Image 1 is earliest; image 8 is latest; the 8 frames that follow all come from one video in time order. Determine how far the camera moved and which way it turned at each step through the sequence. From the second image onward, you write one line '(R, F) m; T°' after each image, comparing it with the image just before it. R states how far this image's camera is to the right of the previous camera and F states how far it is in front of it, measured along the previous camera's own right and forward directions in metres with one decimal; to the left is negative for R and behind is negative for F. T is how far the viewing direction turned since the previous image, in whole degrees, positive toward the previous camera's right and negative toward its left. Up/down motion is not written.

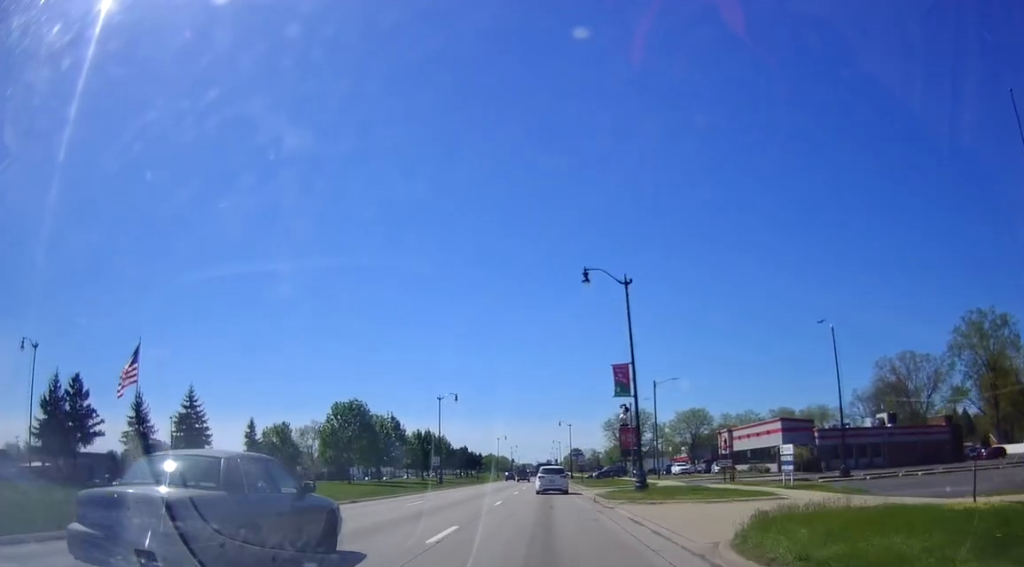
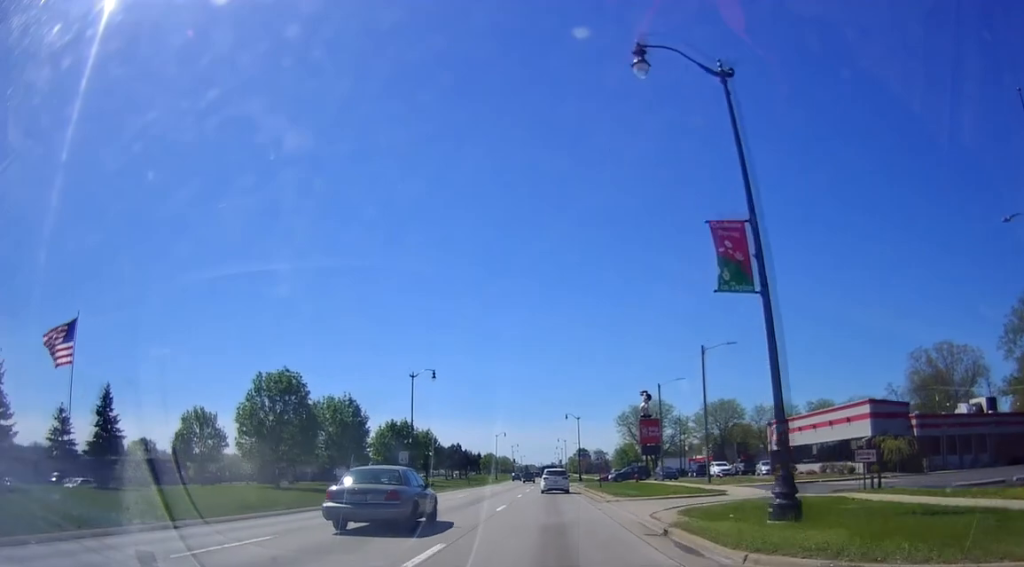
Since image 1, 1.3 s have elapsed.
(+1.1, +18.5) m; +2°
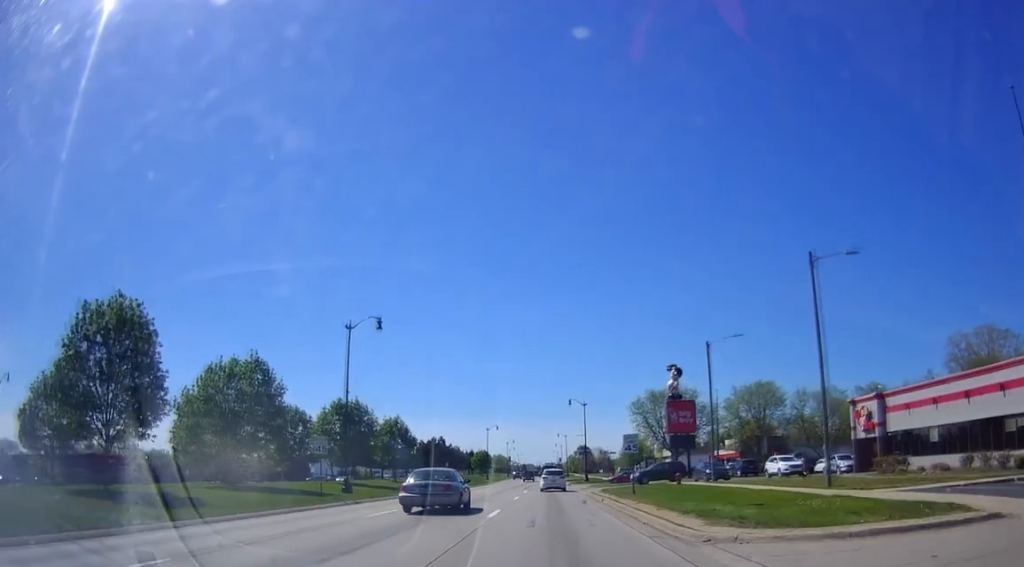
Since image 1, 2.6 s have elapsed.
(-0.7, +20.0) m; -2°
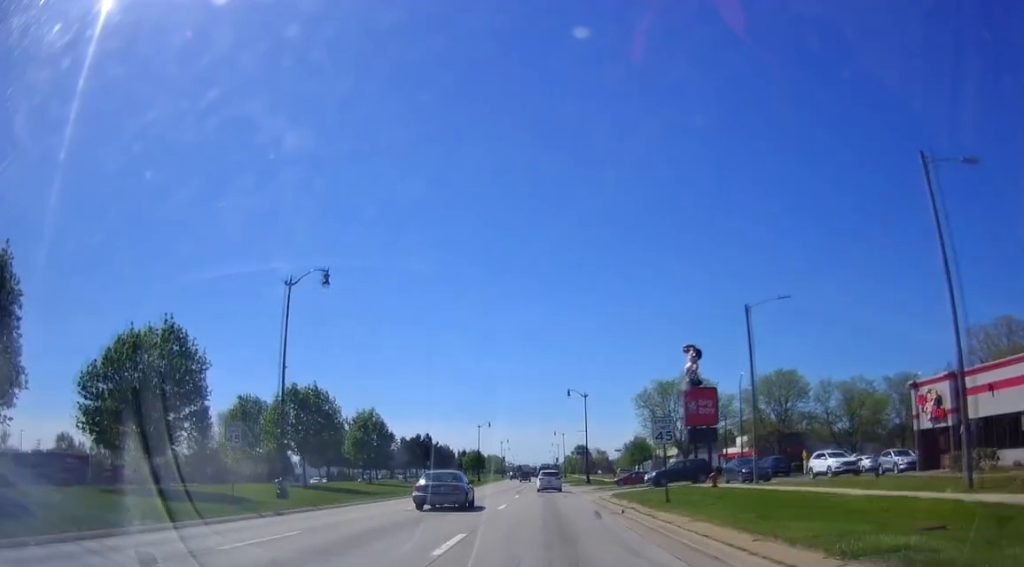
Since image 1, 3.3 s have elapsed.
(-0.1, +9.9) m; 0°
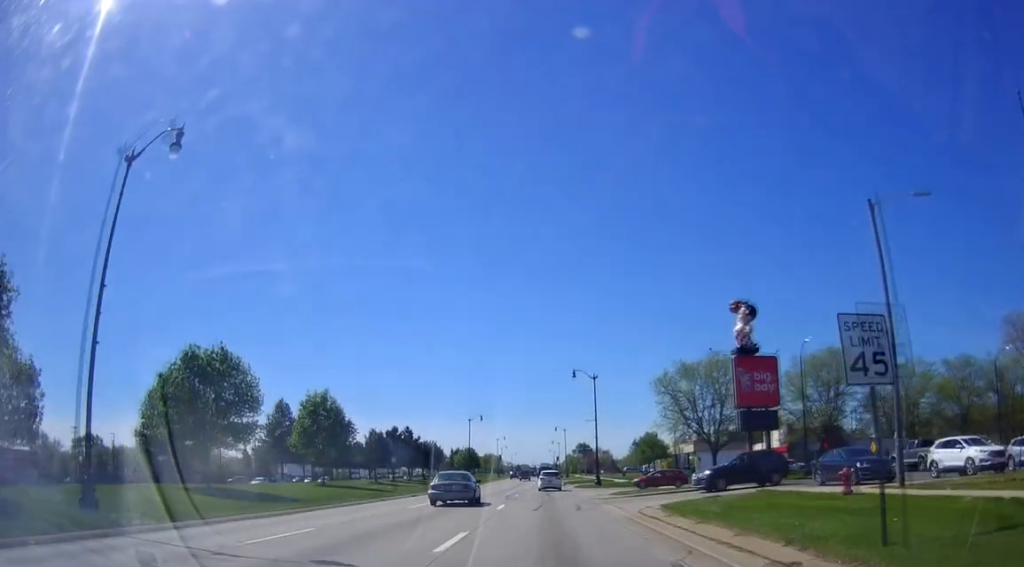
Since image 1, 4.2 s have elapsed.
(+0.5, +14.9) m; +1°
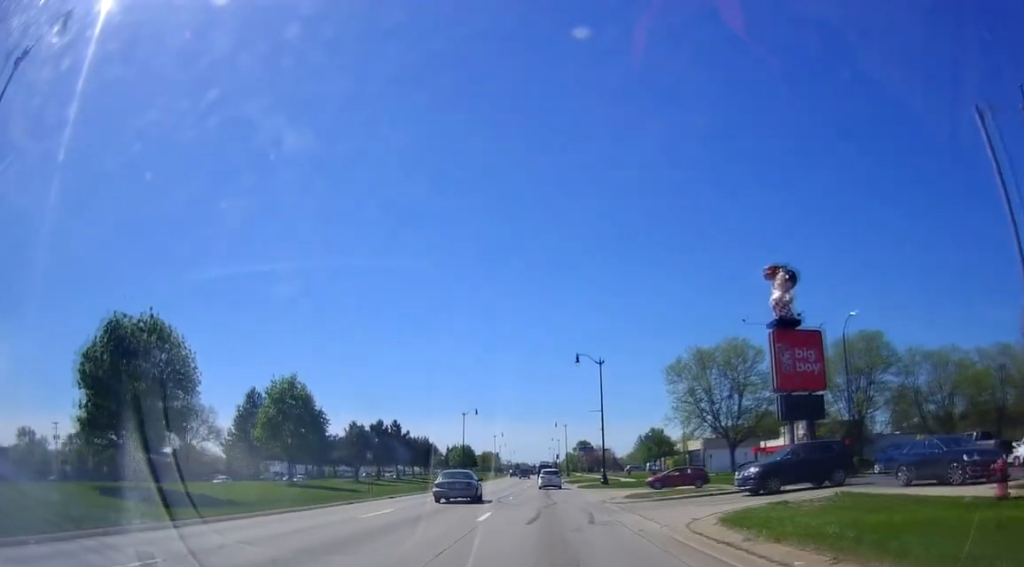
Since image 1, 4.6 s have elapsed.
(-0.2, +7.0) m; 0°
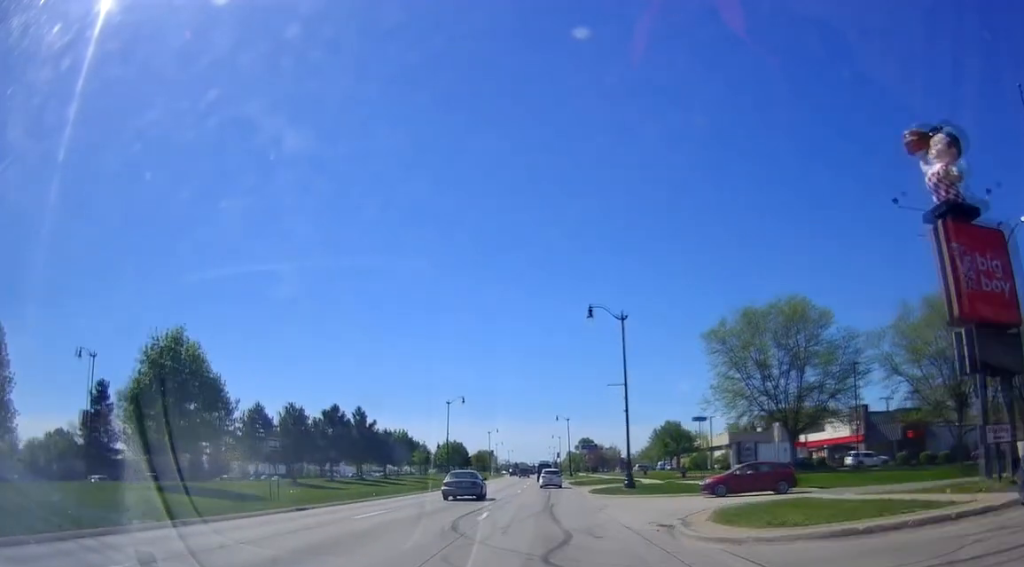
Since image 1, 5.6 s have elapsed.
(+0.1, +15.9) m; +1°
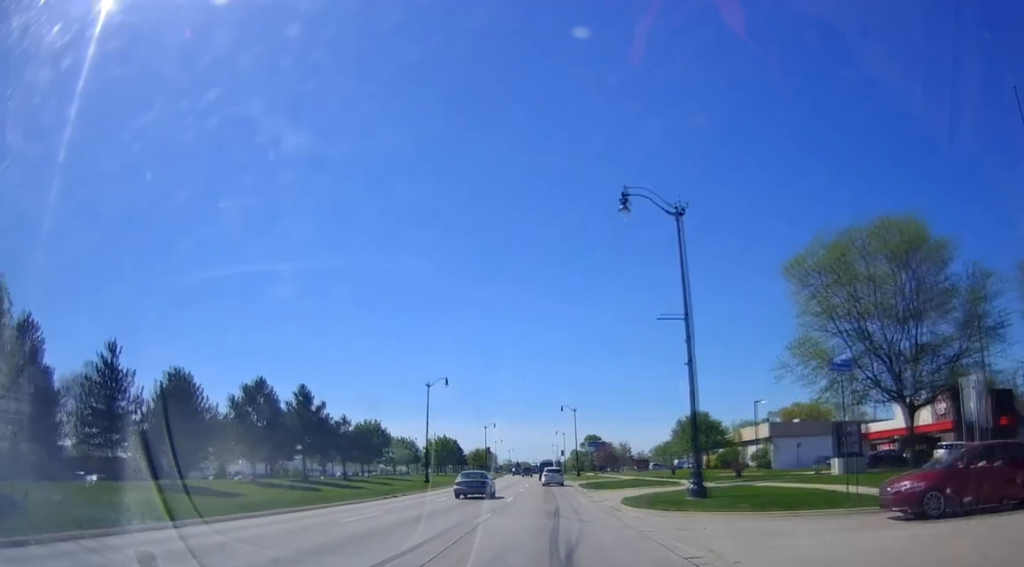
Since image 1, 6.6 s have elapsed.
(+0.1, +16.3) m; -1°
